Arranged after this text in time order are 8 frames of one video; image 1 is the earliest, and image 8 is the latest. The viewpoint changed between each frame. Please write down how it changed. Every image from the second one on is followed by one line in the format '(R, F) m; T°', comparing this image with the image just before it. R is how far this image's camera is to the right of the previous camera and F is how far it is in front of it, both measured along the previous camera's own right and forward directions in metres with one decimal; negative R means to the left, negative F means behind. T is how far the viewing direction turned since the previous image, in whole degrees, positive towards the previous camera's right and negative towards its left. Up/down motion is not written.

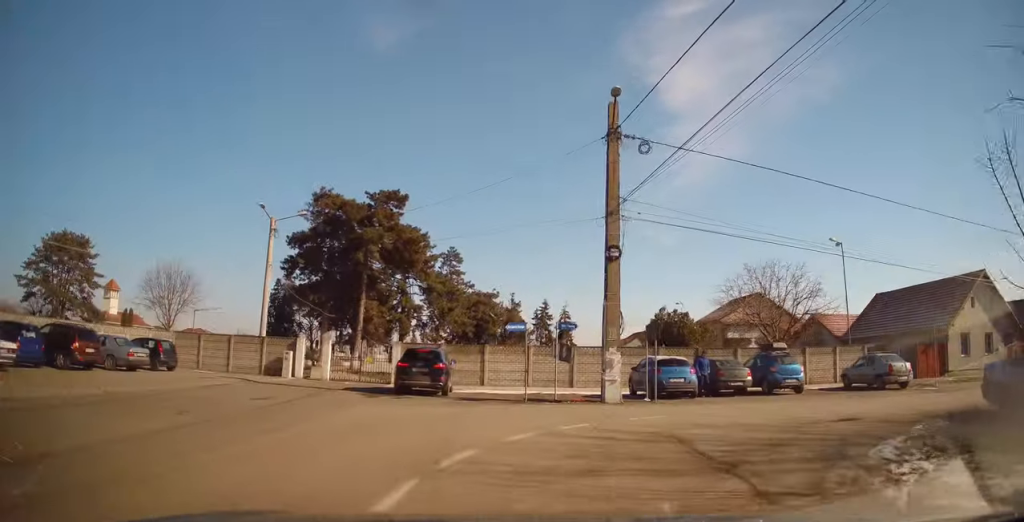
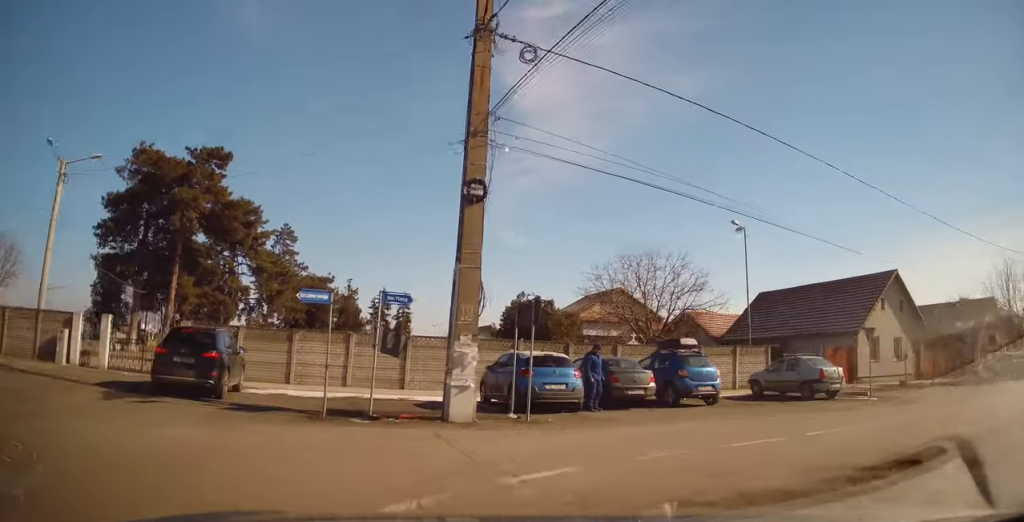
(+0.4, +7.3) m; +19°
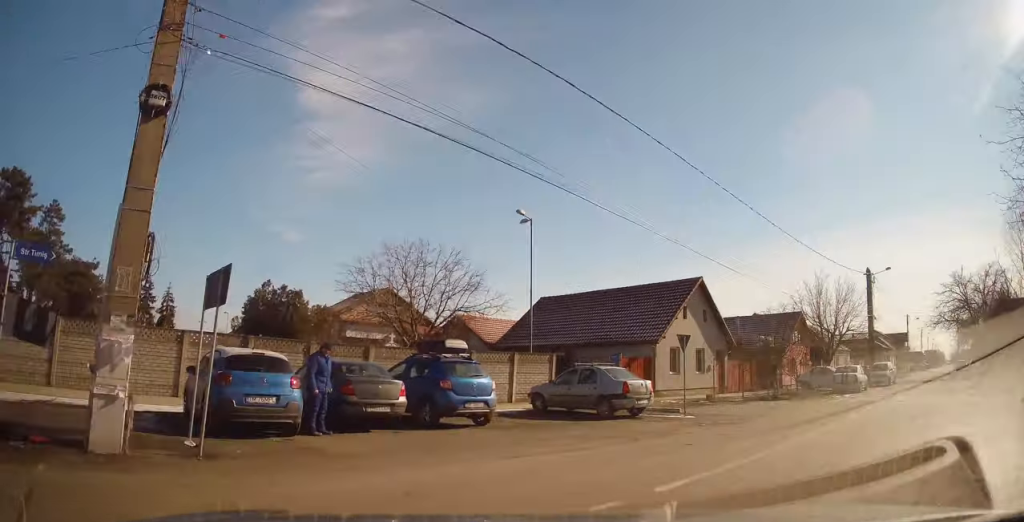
(+1.0, +4.2) m; +26°
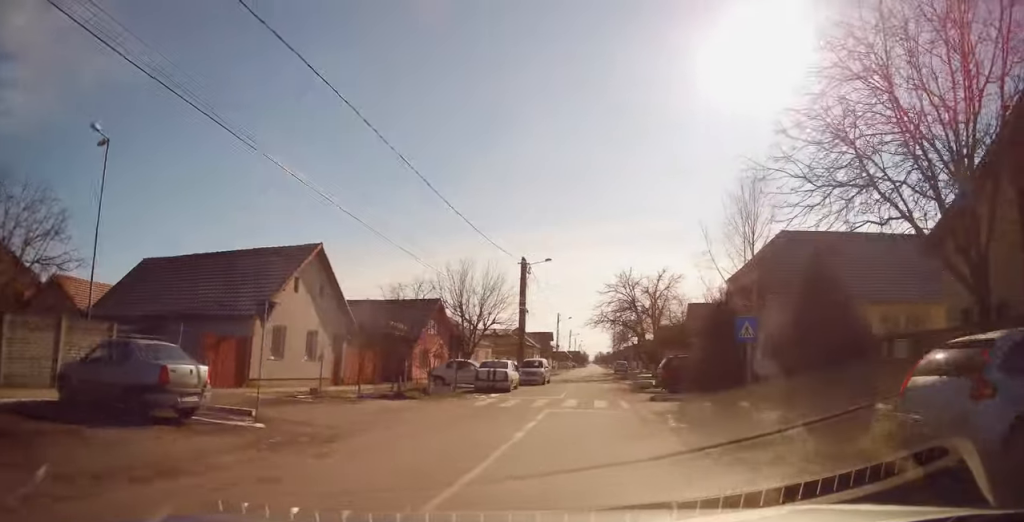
(+2.0, +5.7) m; +31°
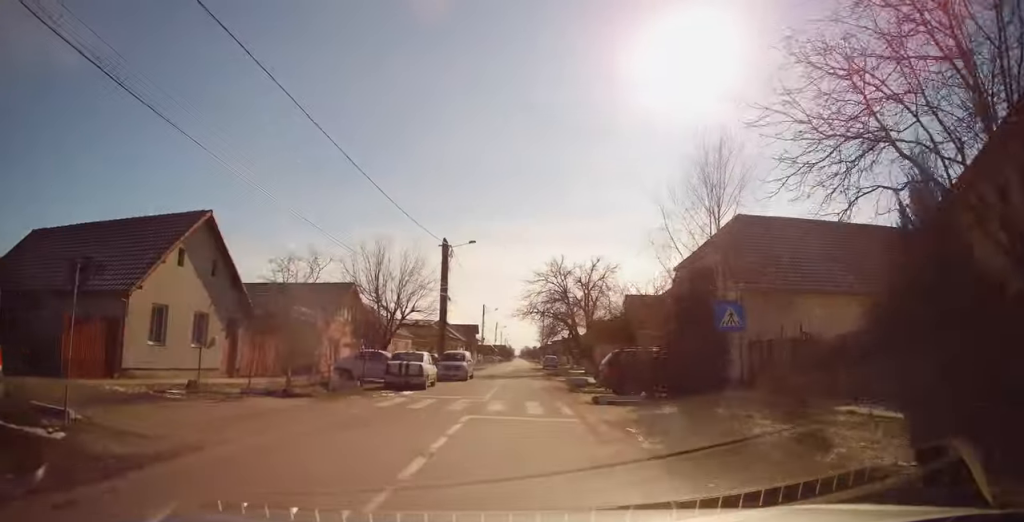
(+0.4, +3.5) m; +8°
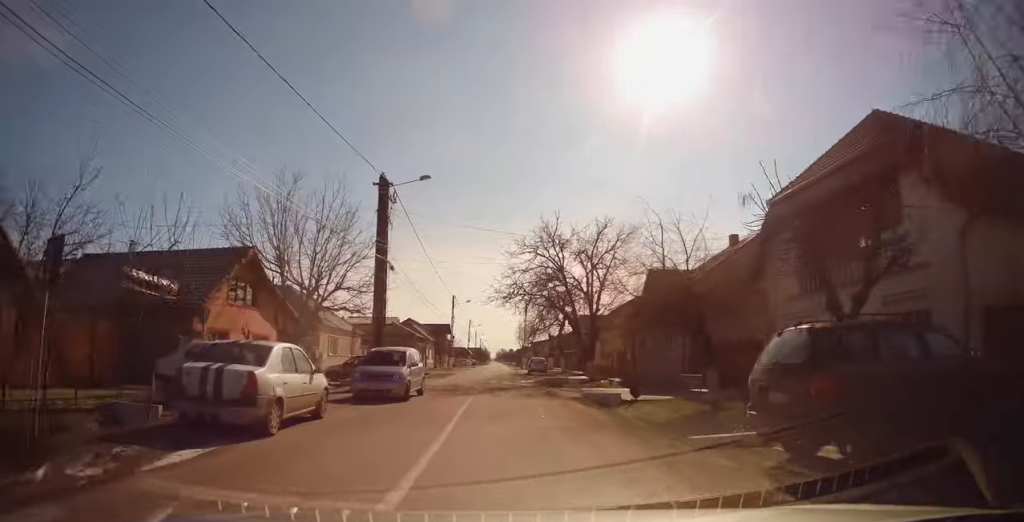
(+0.7, +11.7) m; +5°
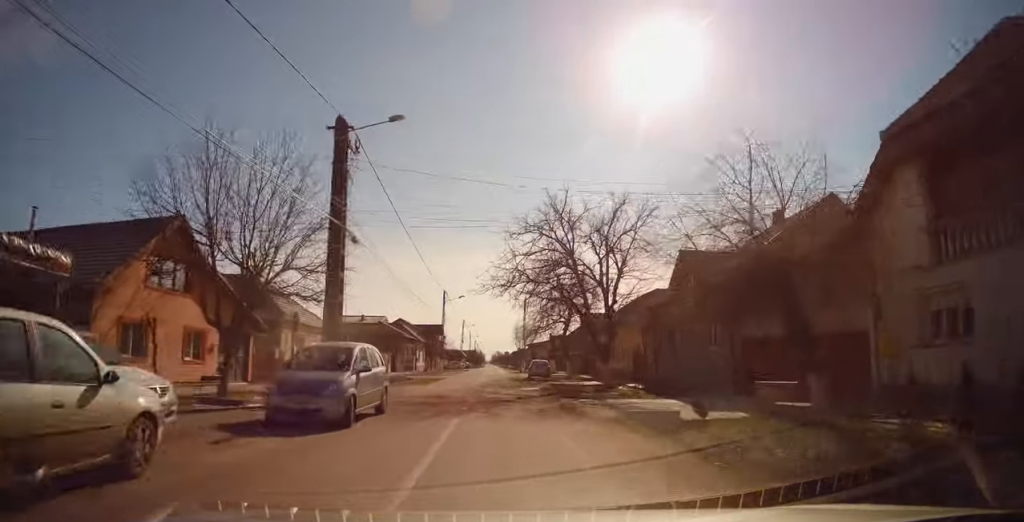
(+0.2, +5.7) m; +1°
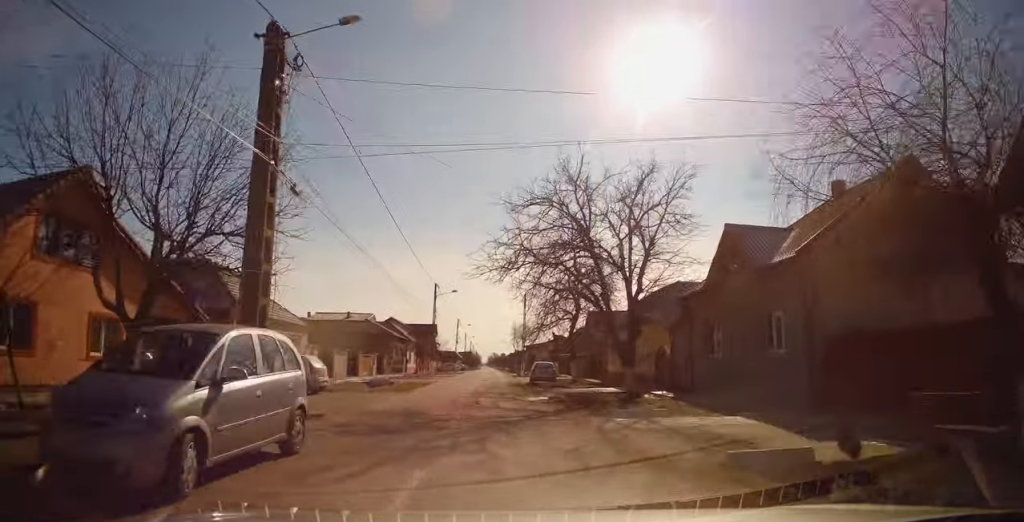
(+0.1, +5.1) m; +1°
